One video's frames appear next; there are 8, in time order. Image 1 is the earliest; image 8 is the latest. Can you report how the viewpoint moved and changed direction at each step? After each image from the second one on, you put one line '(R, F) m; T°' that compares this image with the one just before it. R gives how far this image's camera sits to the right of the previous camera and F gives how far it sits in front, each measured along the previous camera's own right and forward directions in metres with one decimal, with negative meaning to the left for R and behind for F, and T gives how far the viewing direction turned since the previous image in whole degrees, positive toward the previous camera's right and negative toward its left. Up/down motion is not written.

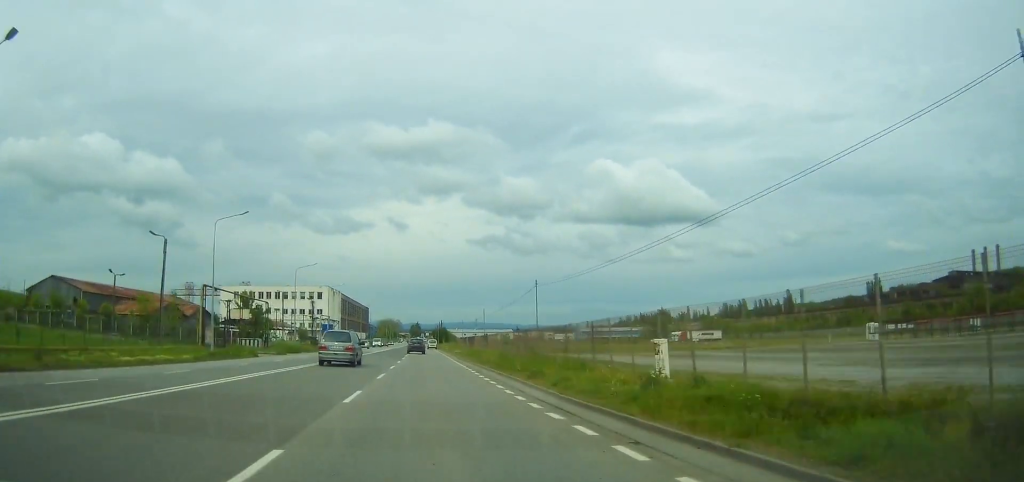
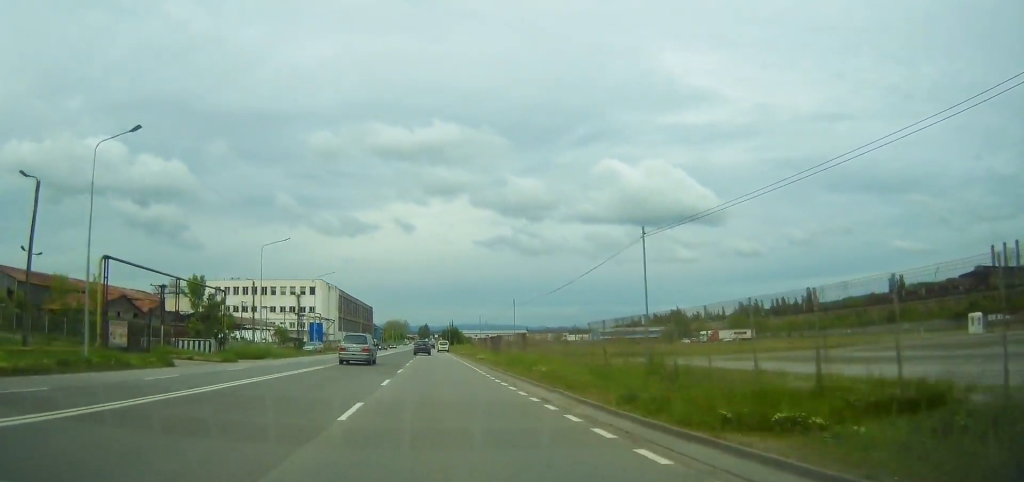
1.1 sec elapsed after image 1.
(+0.1, +20.3) m; -1°
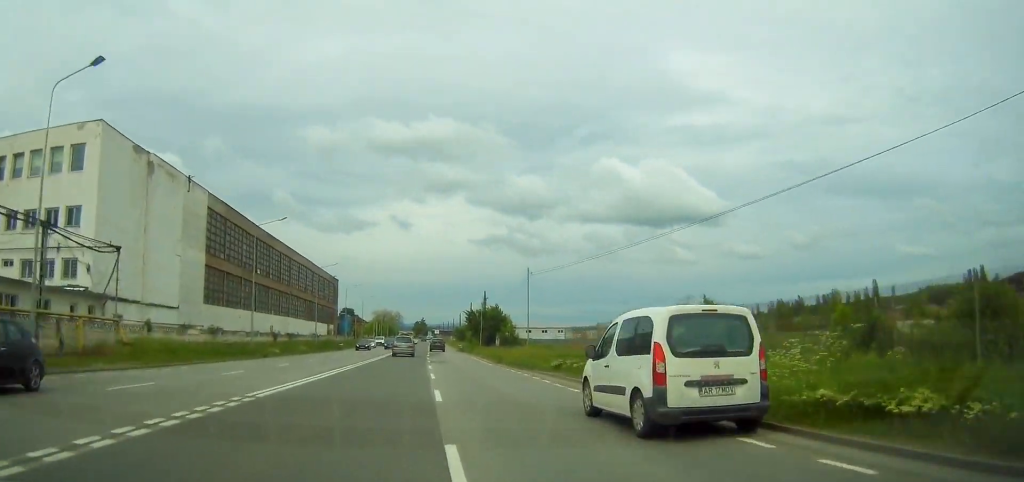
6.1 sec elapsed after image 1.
(-0.6, +93.0) m; +1°
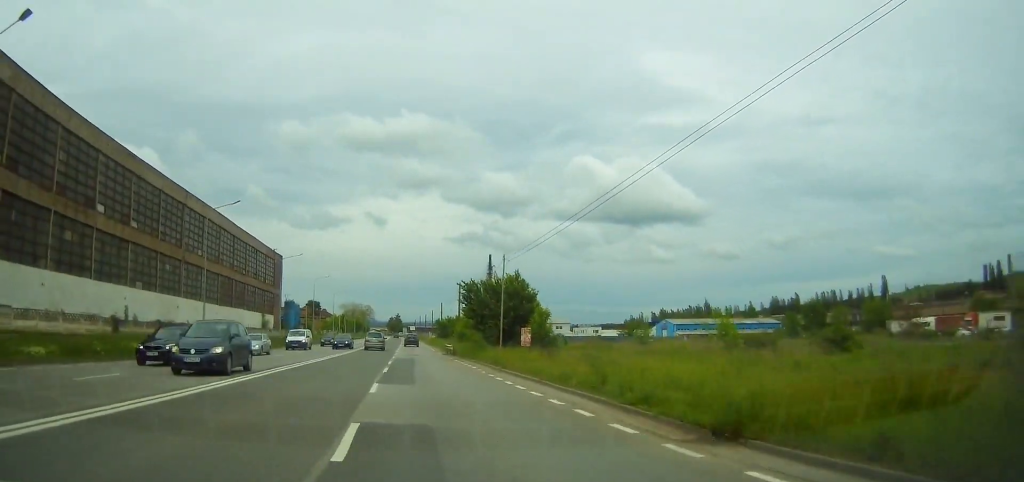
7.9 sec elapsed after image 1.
(+0.4, +34.7) m; +1°
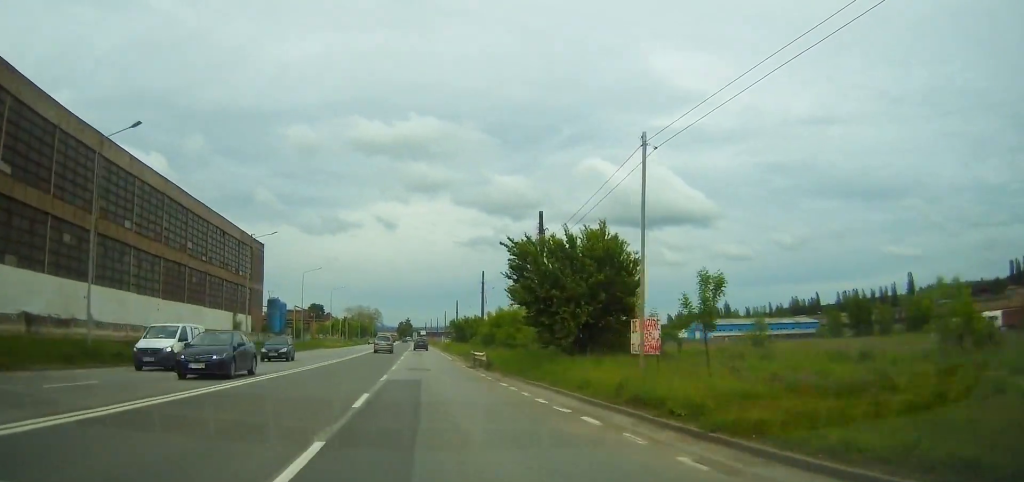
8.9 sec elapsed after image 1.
(+0.1, +18.9) m; 0°
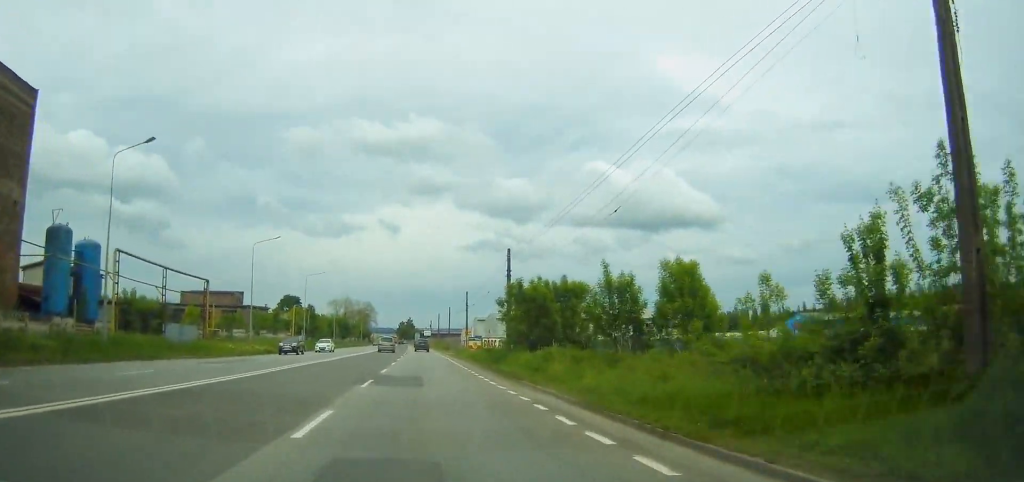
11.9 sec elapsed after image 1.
(-0.5, +57.5) m; 0°
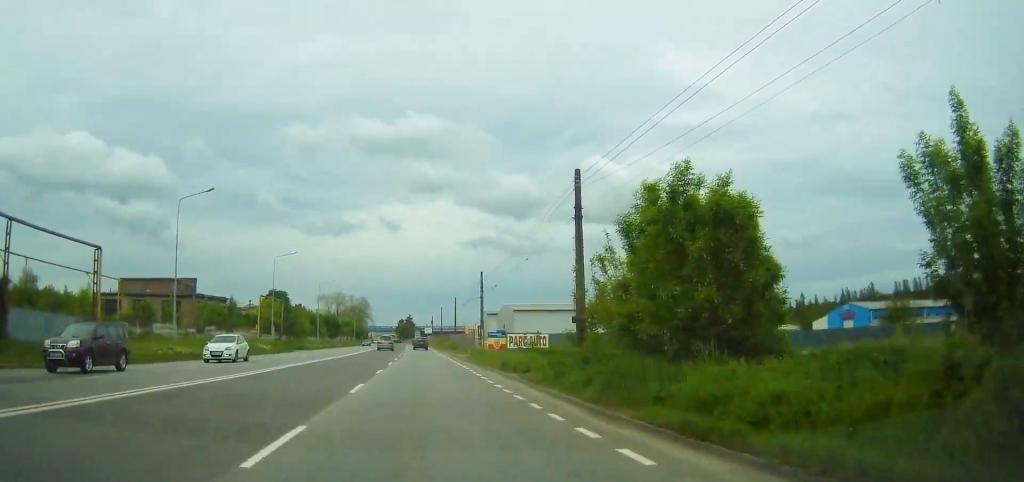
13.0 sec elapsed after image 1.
(+0.5, +19.6) m; 0°
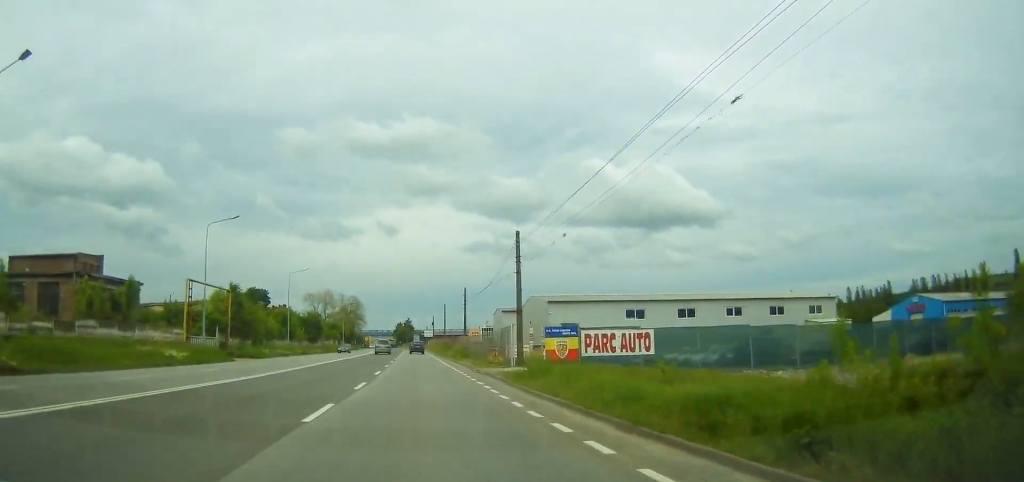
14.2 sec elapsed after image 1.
(0.0, +22.8) m; 0°
